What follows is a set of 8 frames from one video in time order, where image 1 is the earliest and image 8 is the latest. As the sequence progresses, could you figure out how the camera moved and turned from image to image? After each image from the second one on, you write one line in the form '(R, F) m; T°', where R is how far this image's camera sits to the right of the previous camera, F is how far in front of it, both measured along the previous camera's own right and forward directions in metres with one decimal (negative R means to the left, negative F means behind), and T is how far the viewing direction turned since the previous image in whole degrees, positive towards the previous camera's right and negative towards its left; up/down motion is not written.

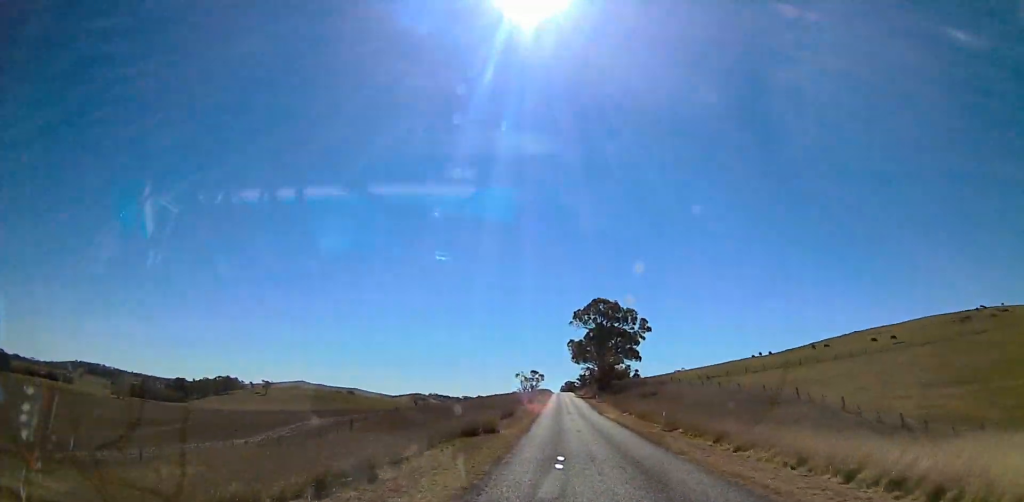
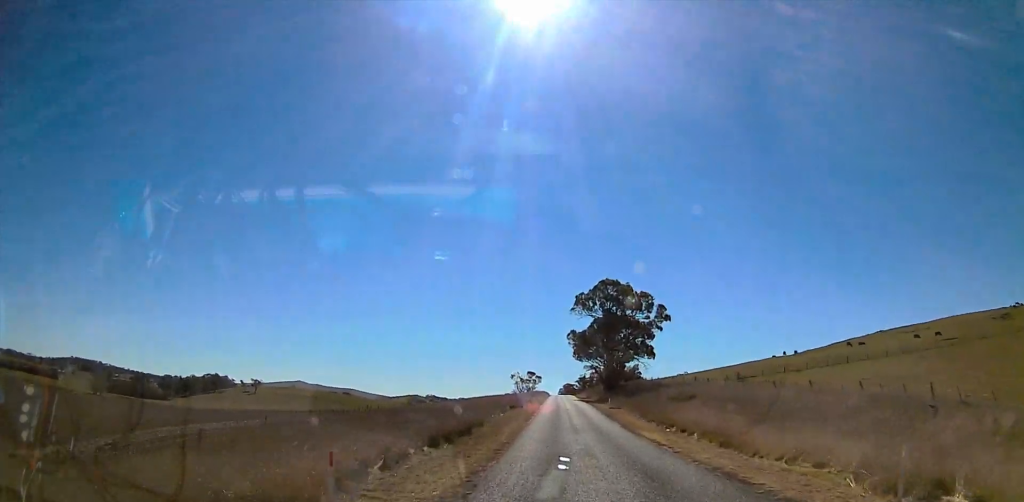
(+0.4, +26.7) m; +1°
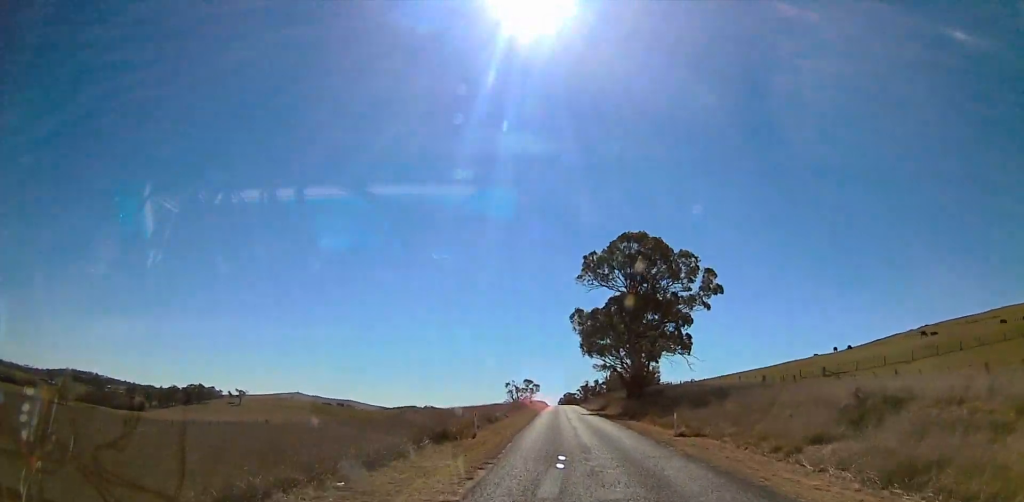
(-0.1, +38.5) m; 0°
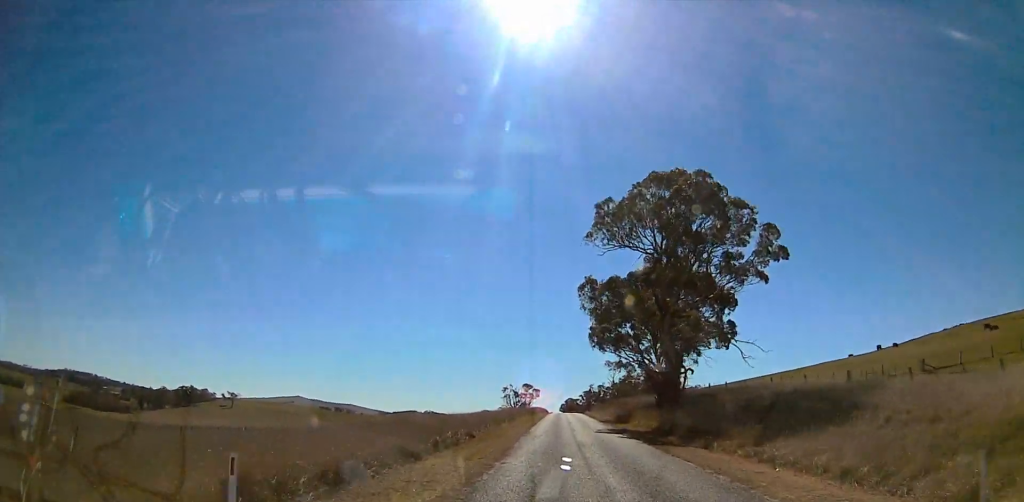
(+0.1, +22.0) m; 0°
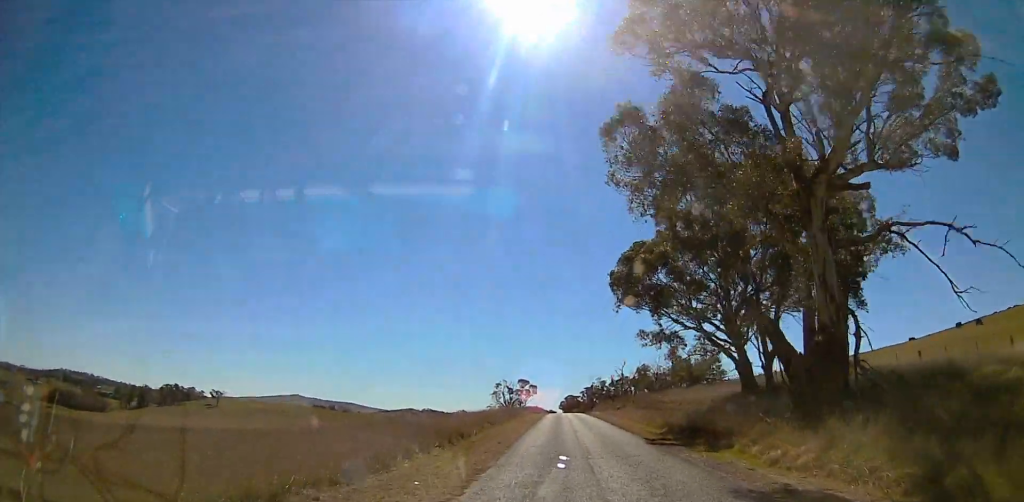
(+0.1, +30.4) m; 0°
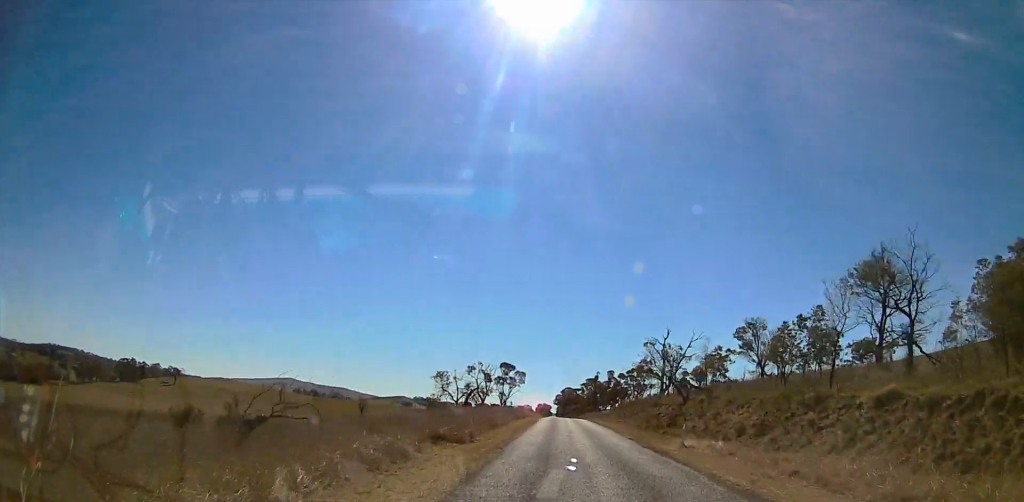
(-0.6, +73.2) m; -1°
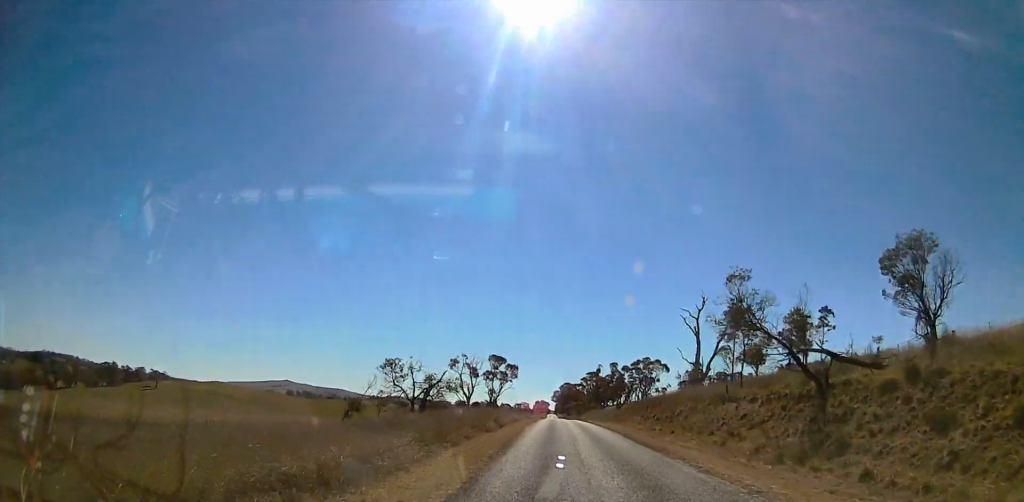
(+0.1, +27.2) m; -1°
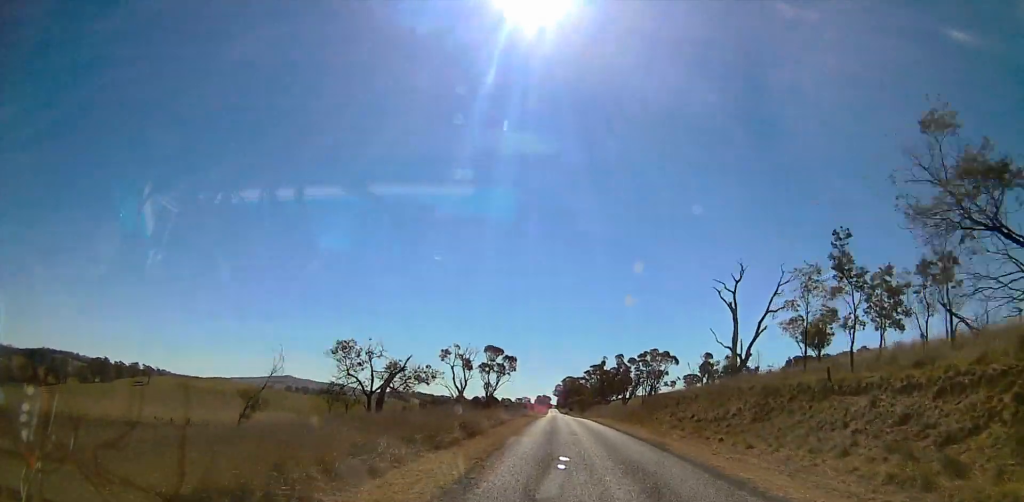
(-0.4, +15.1) m; 0°
